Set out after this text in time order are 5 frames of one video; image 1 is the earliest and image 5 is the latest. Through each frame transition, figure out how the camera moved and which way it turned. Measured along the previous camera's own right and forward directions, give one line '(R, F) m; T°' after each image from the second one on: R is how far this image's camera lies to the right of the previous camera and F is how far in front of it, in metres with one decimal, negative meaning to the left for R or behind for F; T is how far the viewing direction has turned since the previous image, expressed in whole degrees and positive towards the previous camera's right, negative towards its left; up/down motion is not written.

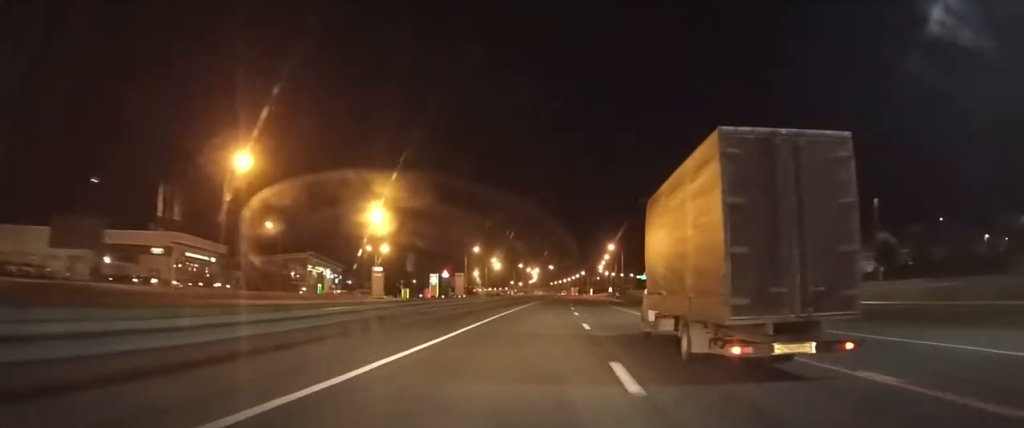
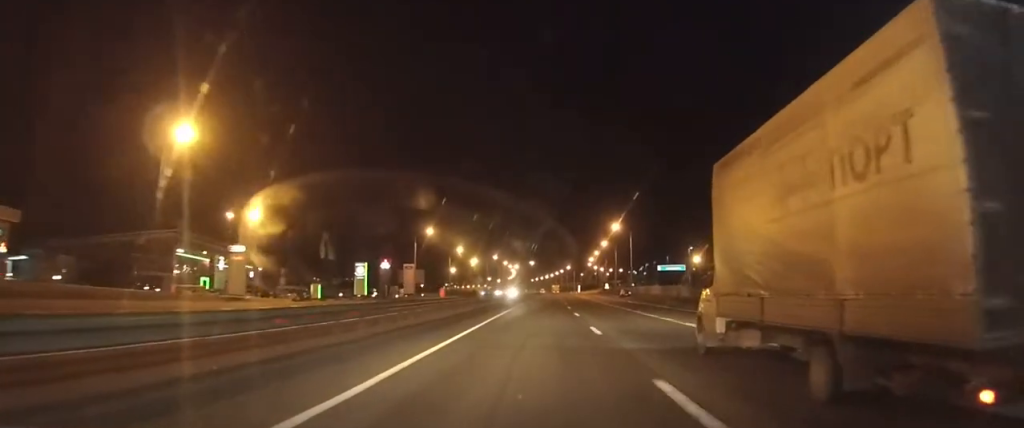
(+0.6, +38.7) m; +1°
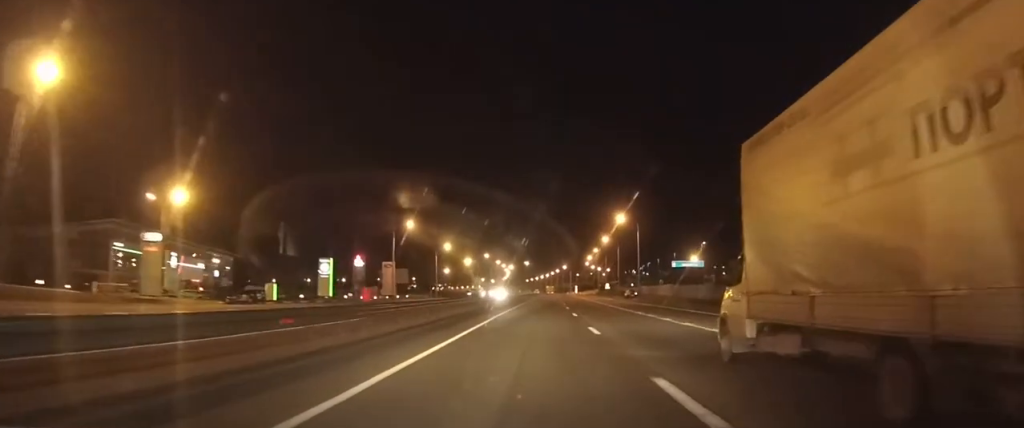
(0.0, +12.1) m; 0°
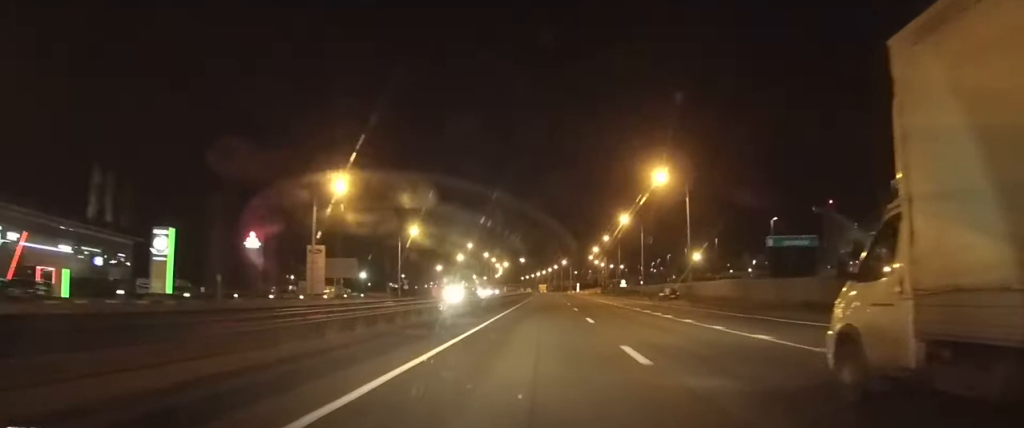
(+0.3, +31.7) m; +1°
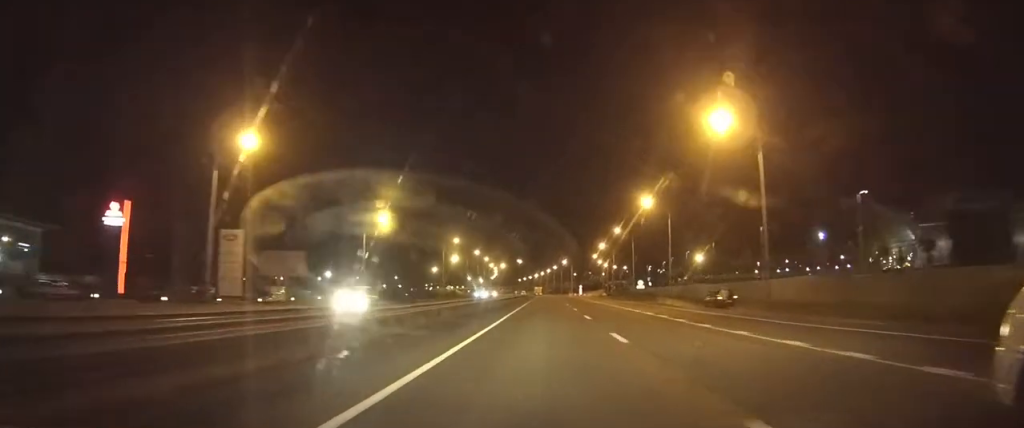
(+0.2, +19.6) m; +1°
